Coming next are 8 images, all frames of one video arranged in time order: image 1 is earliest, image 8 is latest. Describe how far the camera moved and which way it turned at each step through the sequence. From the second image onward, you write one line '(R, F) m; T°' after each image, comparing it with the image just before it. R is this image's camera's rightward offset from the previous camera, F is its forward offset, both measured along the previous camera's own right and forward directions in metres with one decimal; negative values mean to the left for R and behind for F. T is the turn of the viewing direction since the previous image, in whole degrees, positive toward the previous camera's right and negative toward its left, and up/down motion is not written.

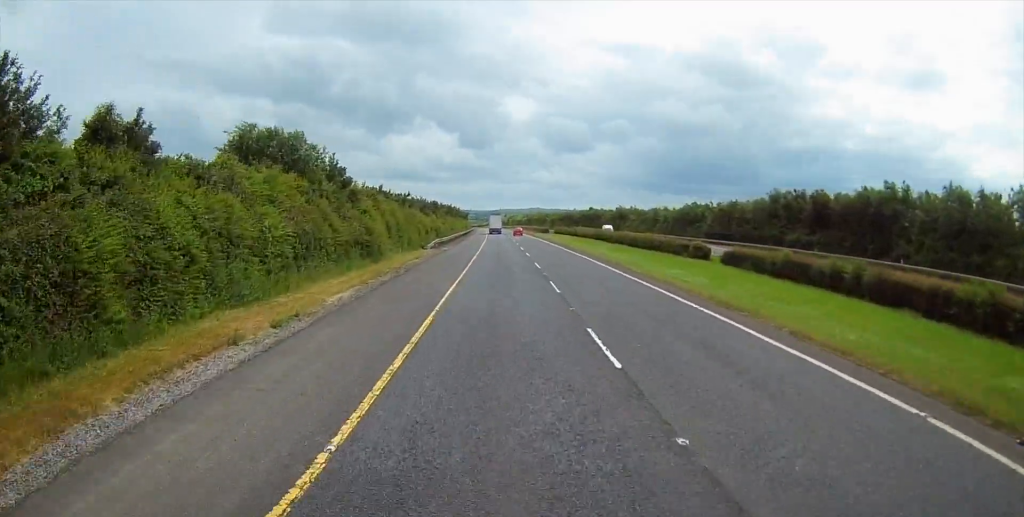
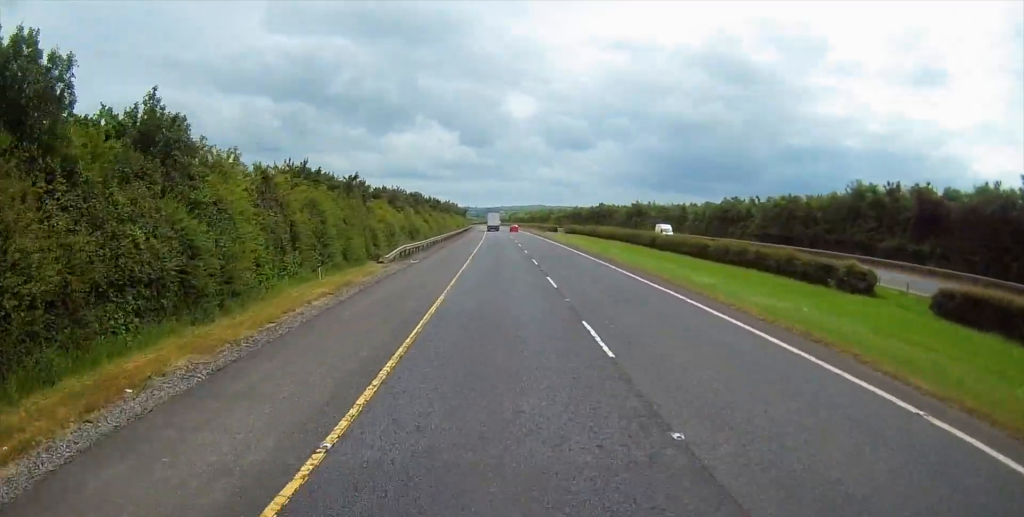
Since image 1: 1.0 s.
(-0.1, +23.4) m; 0°
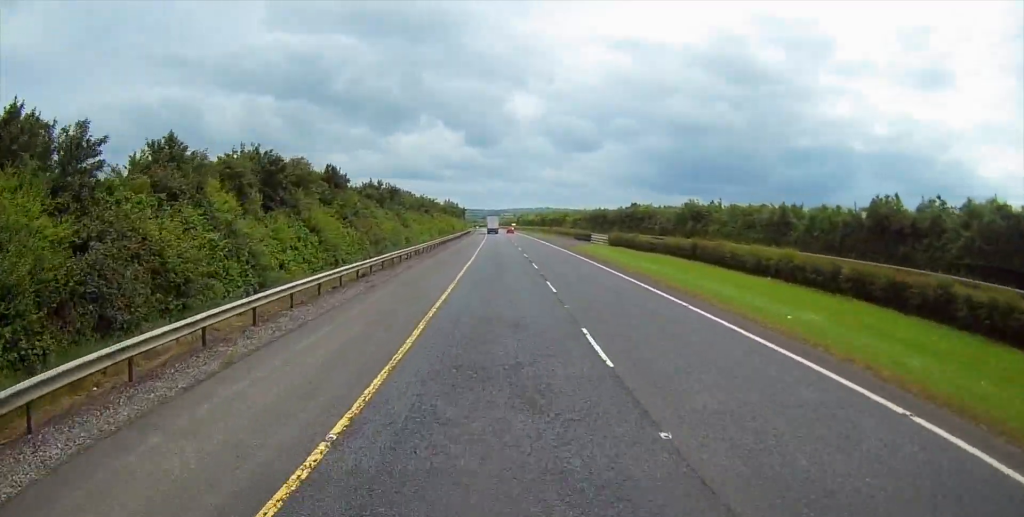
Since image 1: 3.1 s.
(+0.2, +48.4) m; -1°
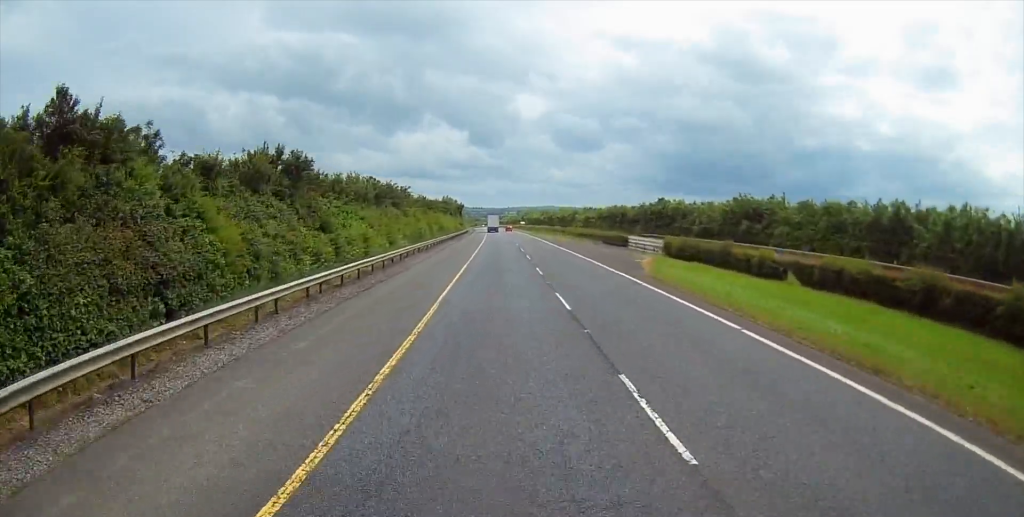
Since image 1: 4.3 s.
(-0.4, +28.8) m; -1°
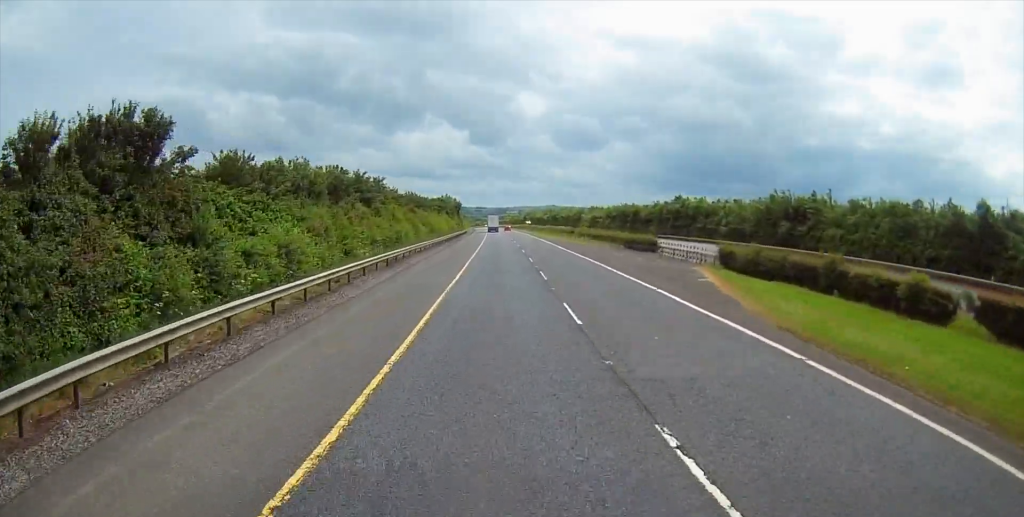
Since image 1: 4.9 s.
(0.0, +14.8) m; +1°
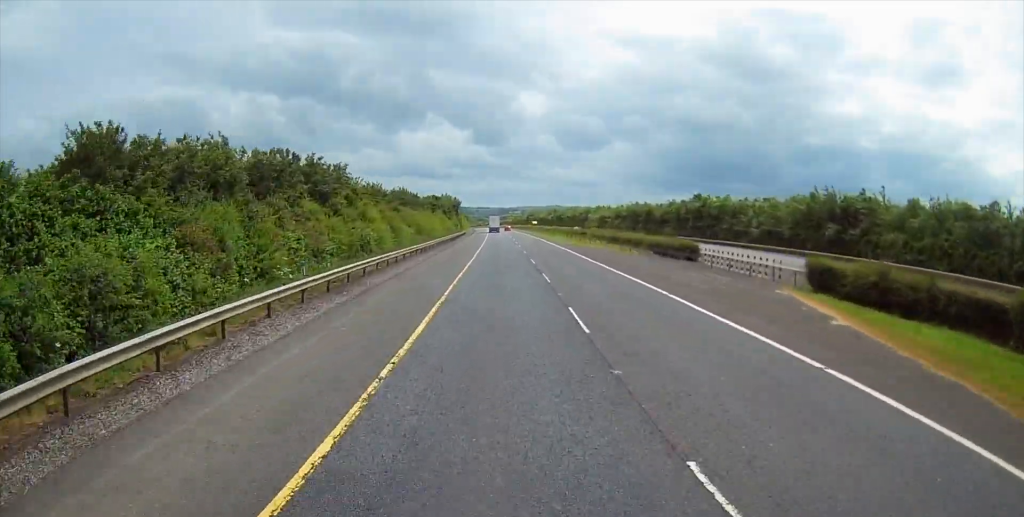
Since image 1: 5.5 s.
(0.0, +13.2) m; 0°
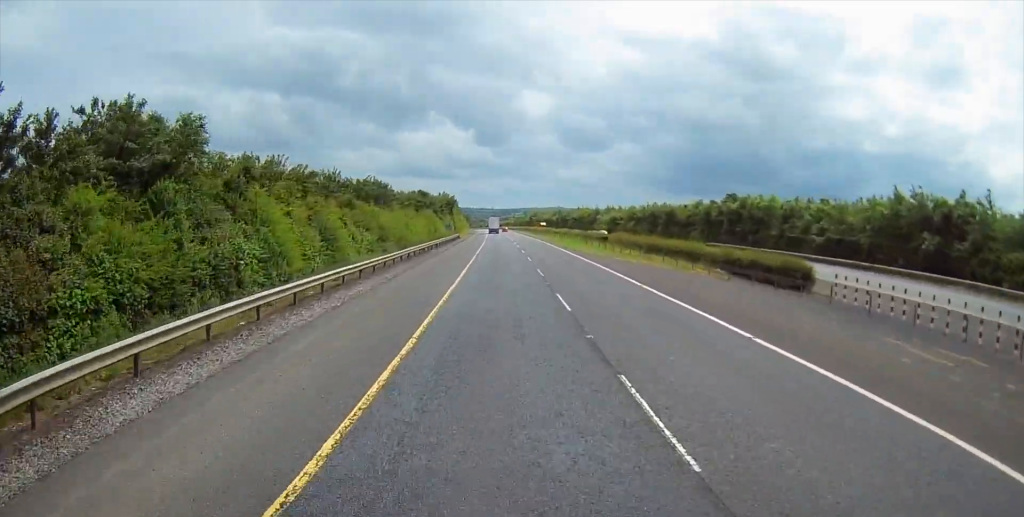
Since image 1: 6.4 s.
(+0.2, +20.2) m; 0°
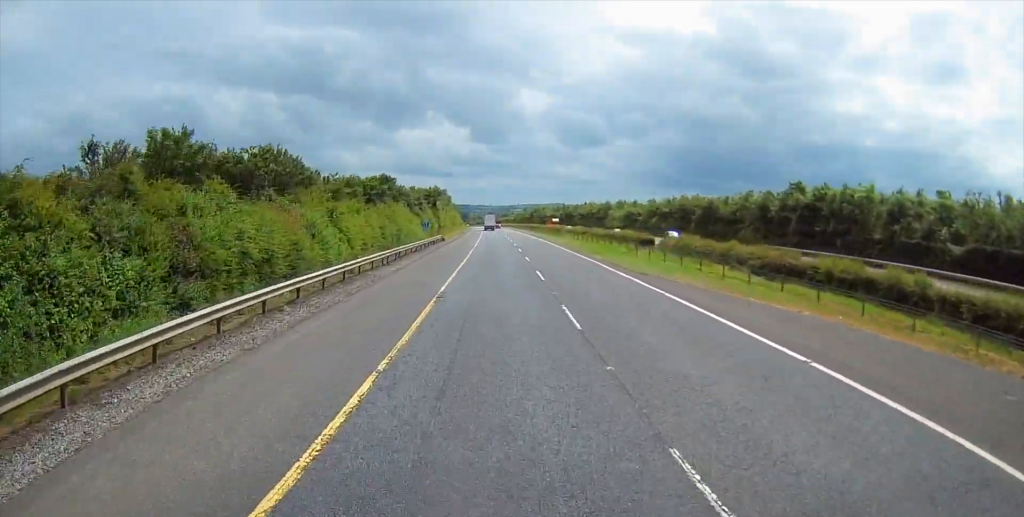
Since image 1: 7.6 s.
(-0.3, +27.9) m; -1°
